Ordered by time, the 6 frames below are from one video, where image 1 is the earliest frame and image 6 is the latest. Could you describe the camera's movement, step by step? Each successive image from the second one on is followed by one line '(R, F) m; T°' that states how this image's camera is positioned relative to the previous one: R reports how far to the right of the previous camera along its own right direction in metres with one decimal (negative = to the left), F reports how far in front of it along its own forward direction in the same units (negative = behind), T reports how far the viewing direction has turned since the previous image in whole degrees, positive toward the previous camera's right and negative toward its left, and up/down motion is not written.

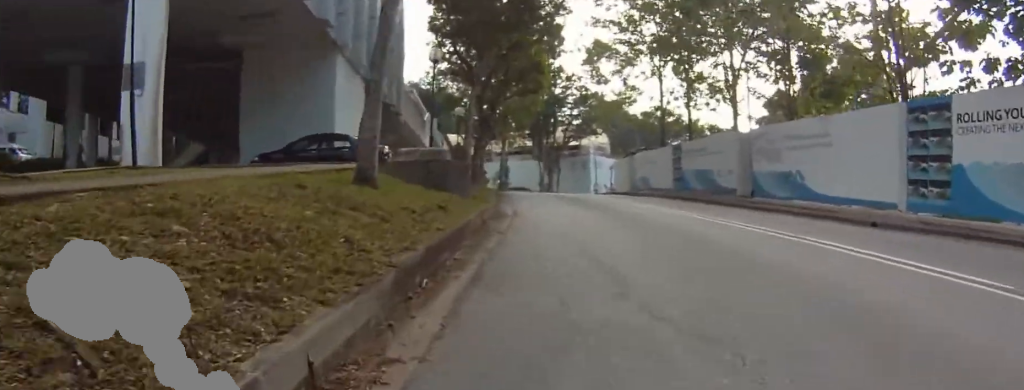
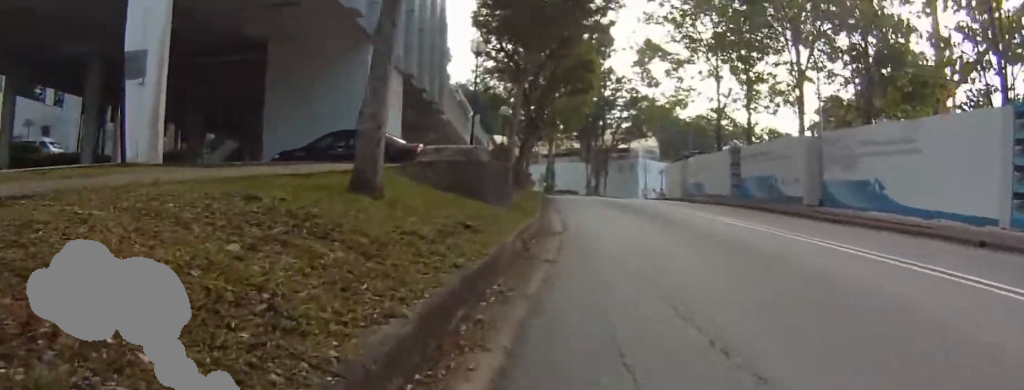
(0.0, +2.1) m; 0°
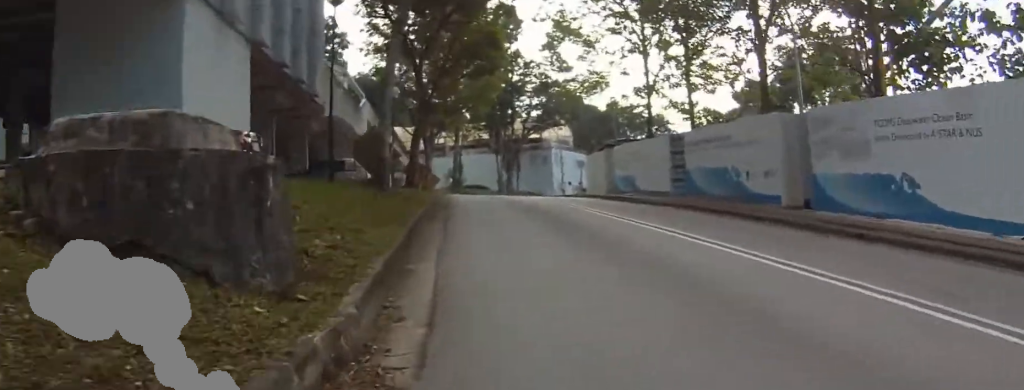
(-0.1, +5.9) m; -3°
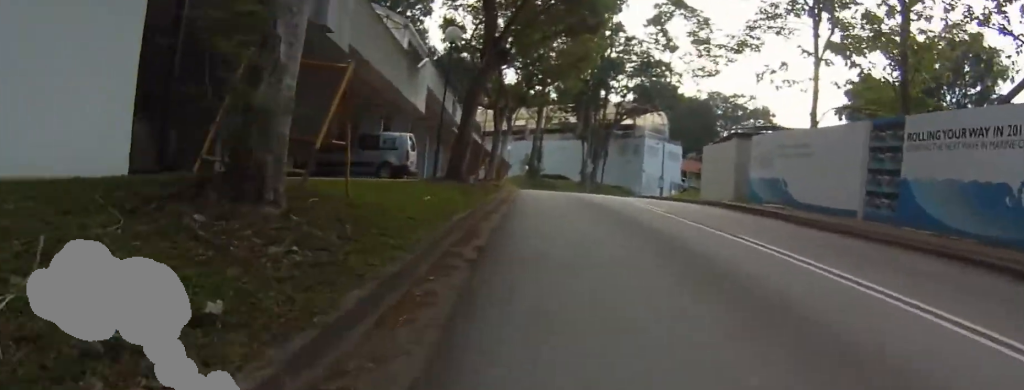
(-0.6, +8.4) m; -6°
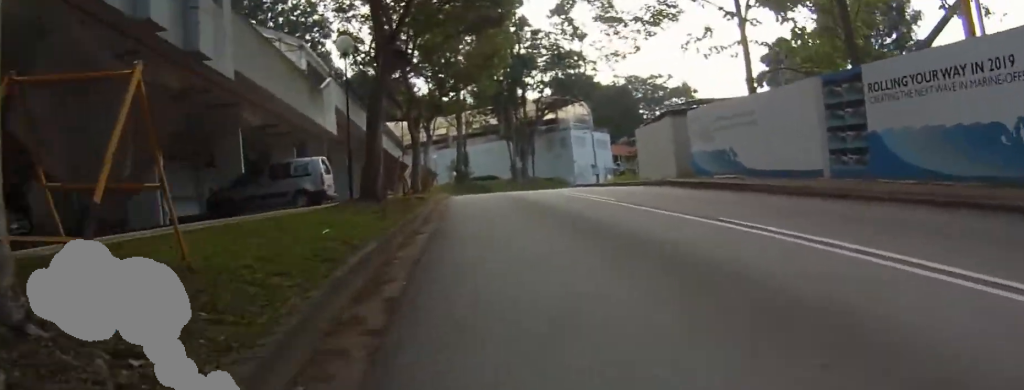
(0.0, +1.6) m; 0°
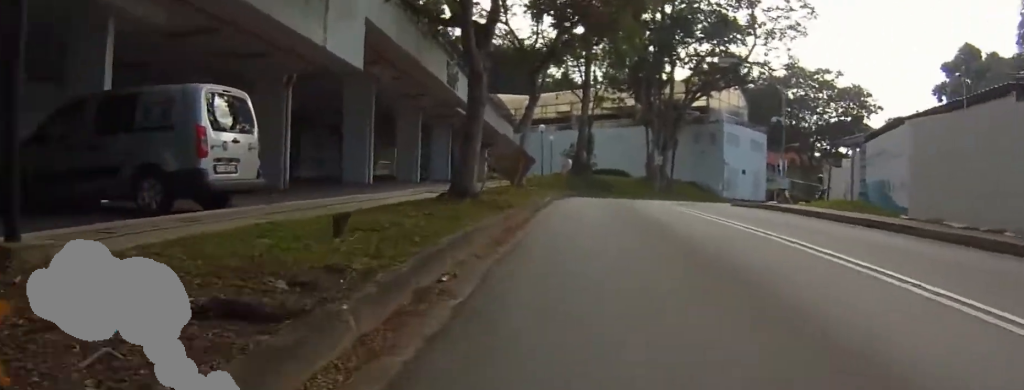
(-0.3, +12.7) m; -1°
